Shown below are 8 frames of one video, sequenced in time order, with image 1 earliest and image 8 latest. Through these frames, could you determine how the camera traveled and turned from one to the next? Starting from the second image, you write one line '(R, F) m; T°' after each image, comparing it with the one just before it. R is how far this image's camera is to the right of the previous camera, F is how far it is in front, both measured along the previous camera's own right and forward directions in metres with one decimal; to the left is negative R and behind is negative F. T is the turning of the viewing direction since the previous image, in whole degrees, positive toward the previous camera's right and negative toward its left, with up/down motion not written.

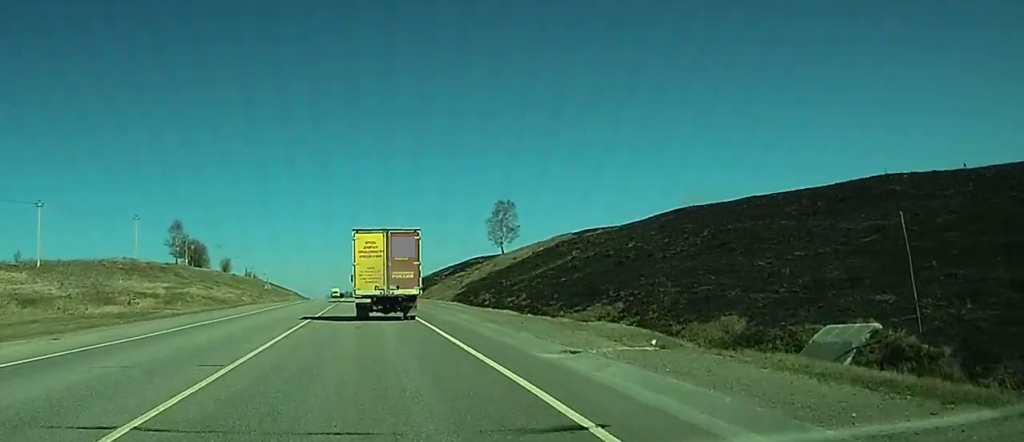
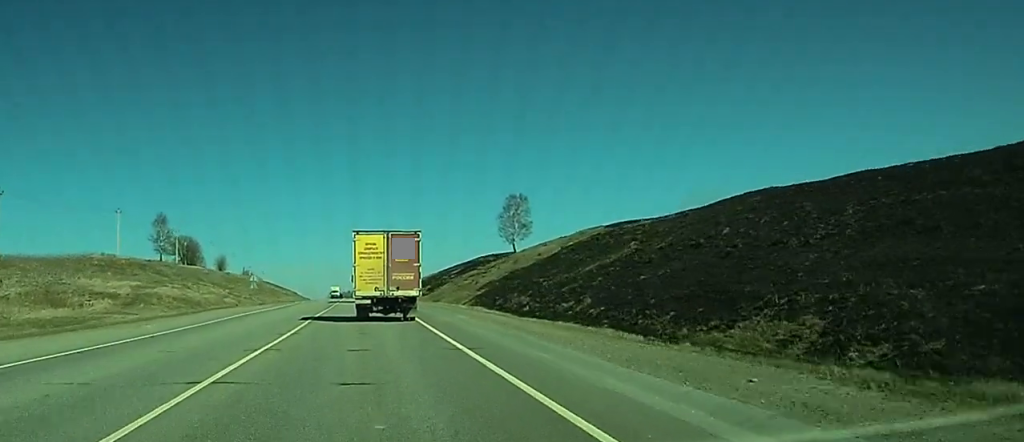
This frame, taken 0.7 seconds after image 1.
(0.0, +13.6) m; 0°
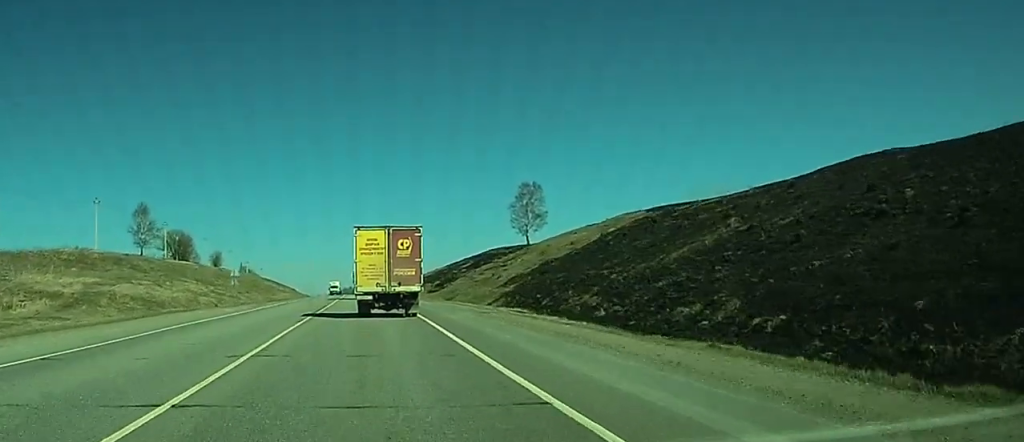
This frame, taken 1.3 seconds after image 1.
(0.0, +13.6) m; 0°
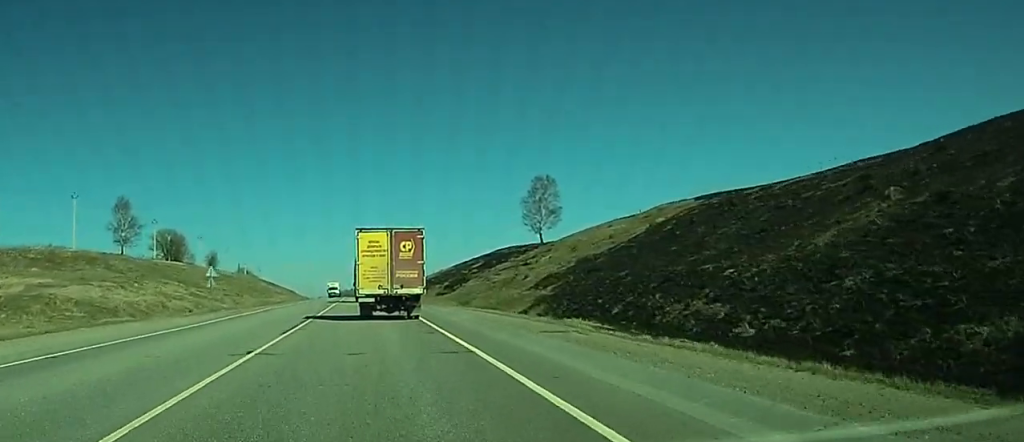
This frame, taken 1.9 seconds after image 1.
(0.0, +11.6) m; 0°
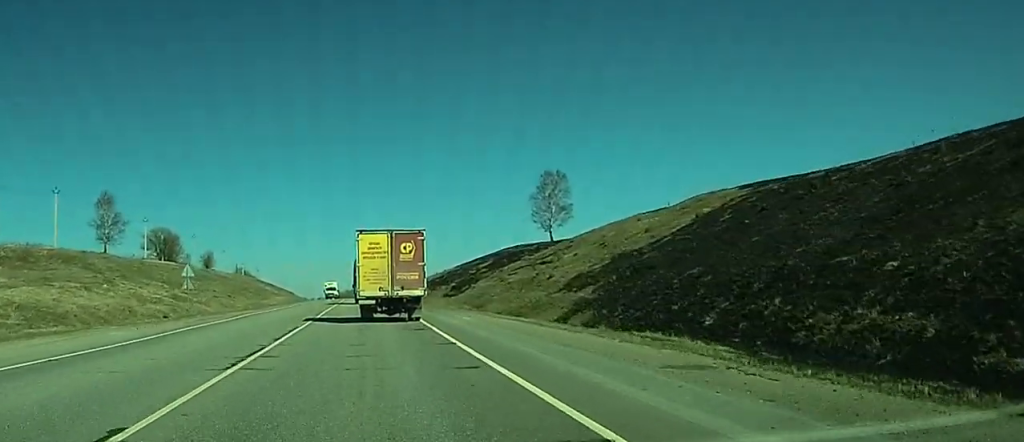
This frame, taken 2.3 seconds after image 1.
(0.0, +8.3) m; 0°
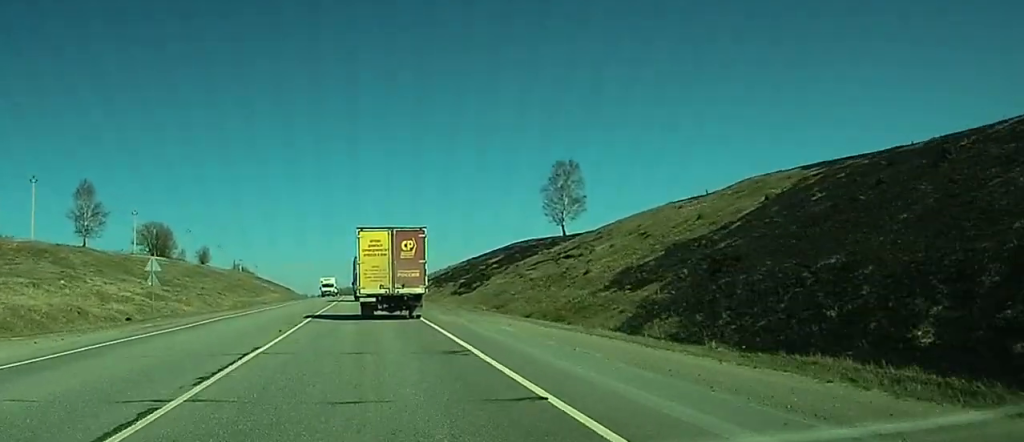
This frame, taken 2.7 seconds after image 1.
(0.0, +8.9) m; 0°
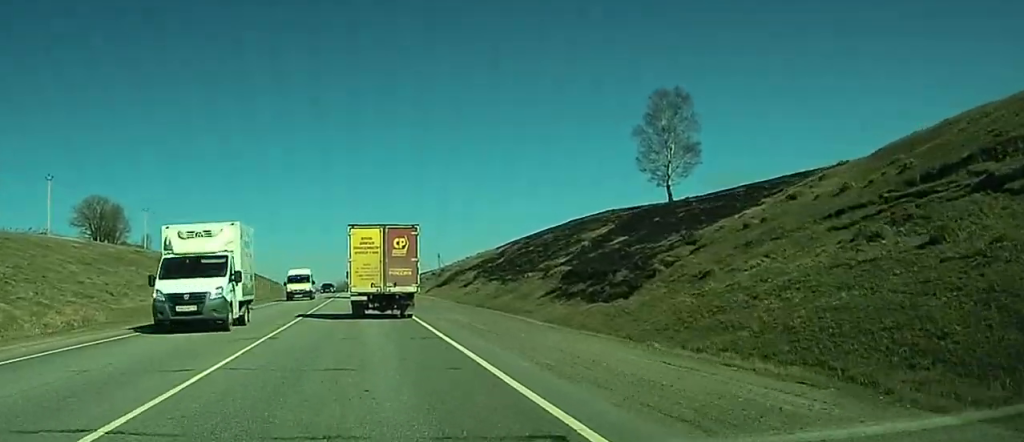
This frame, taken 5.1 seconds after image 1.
(+0.5, +49.8) m; +1°
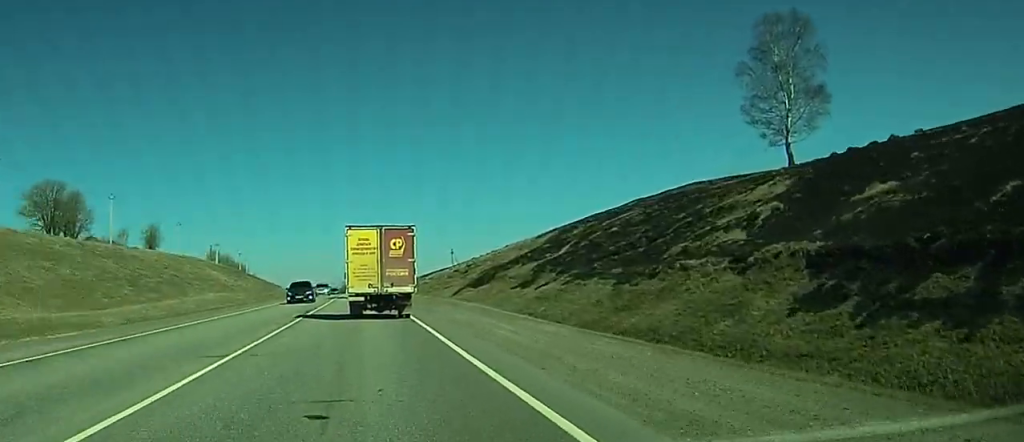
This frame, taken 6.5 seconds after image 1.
(-0.1, +28.2) m; -1°
